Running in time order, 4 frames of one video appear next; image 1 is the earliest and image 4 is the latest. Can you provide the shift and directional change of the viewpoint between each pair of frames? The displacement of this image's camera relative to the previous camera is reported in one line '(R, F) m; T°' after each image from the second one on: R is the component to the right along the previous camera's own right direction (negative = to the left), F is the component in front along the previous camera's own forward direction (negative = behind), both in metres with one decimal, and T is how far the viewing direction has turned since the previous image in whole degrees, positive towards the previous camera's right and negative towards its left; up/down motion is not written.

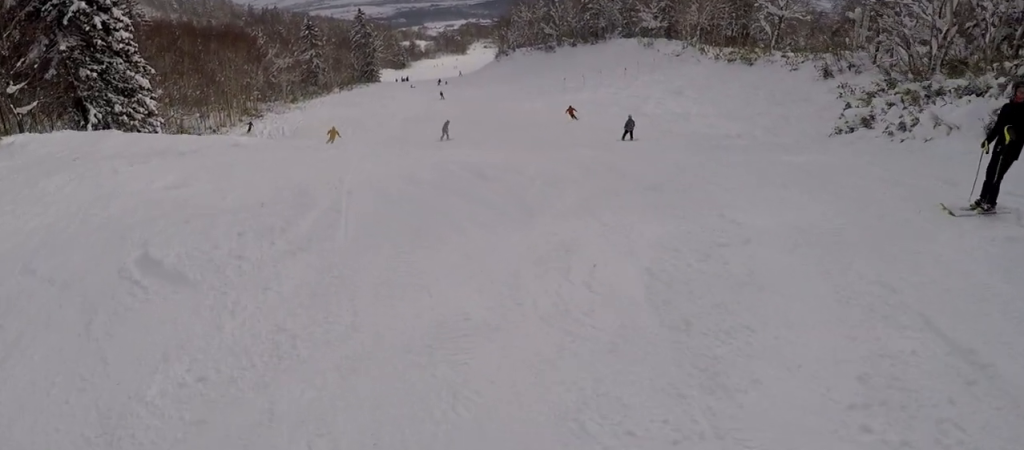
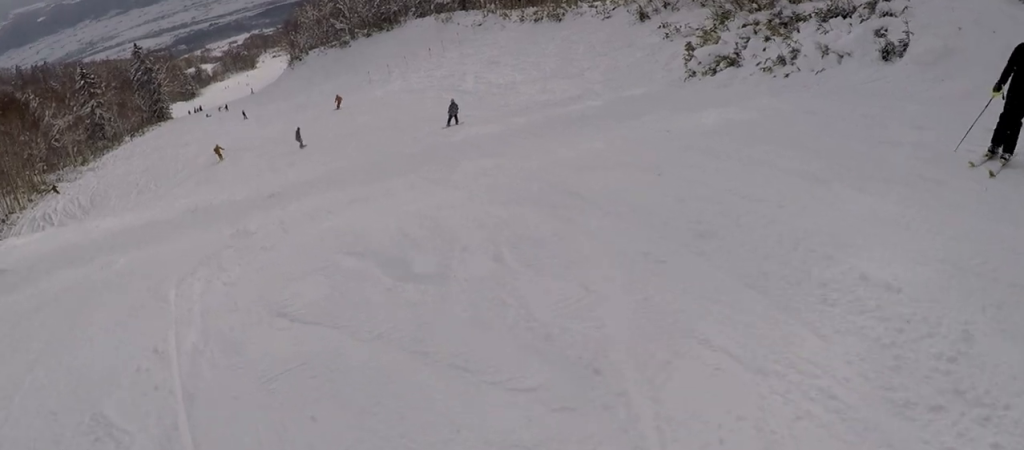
(+1.8, +3.6) m; +26°
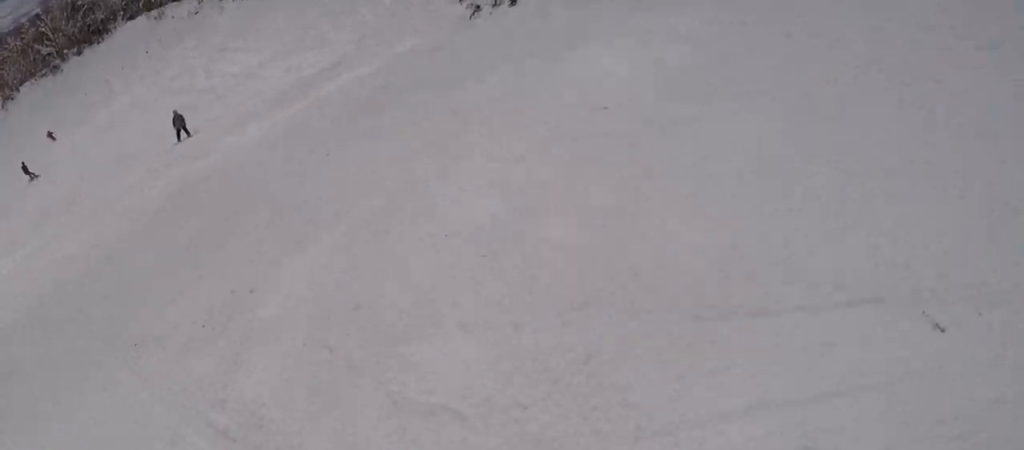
(-0.7, +5.9) m; -10°
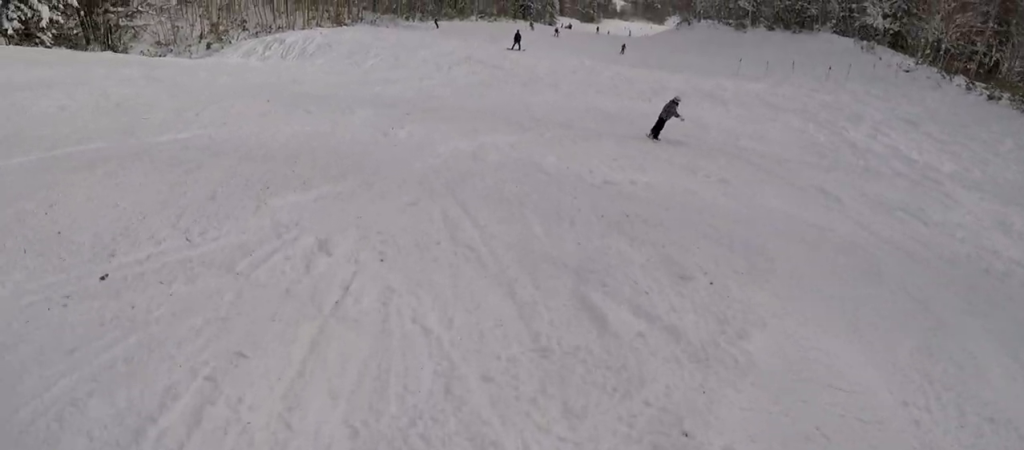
(-5.9, +13.8) m; -42°
